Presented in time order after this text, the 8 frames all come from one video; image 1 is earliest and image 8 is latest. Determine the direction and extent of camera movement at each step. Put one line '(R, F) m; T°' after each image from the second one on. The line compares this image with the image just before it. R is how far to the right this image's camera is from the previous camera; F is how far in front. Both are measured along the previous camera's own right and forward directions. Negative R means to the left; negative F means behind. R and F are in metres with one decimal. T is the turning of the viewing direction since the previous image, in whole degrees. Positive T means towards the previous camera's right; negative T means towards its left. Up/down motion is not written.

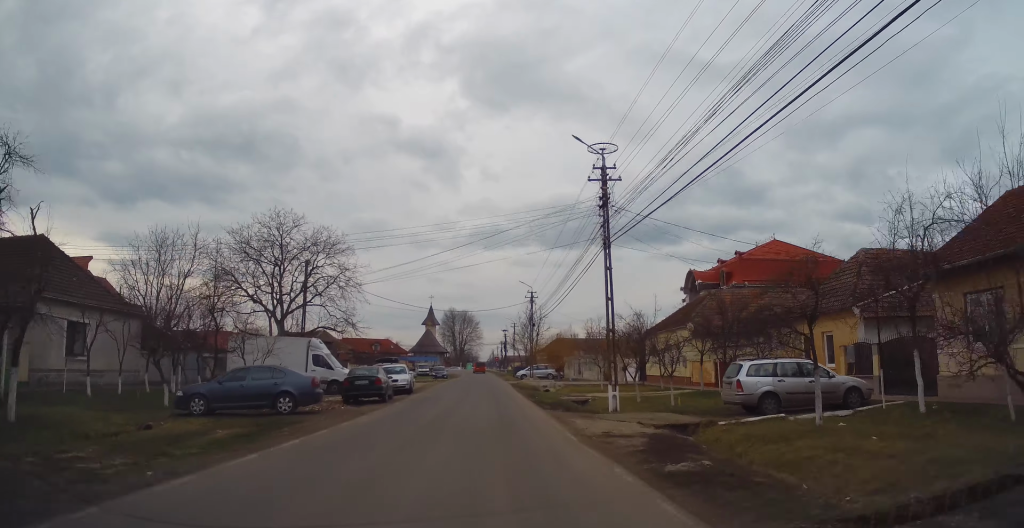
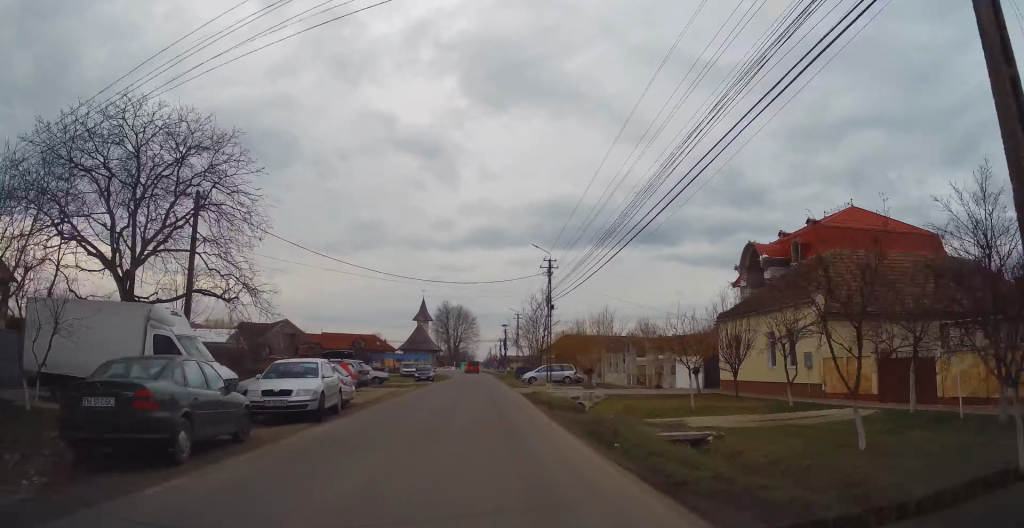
(-0.4, +16.8) m; 0°
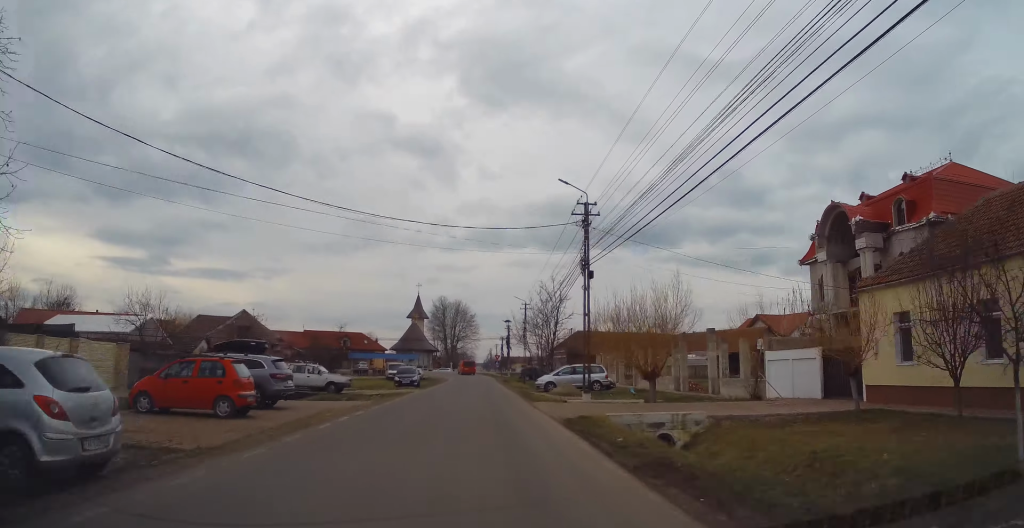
(+0.4, +14.0) m; 0°
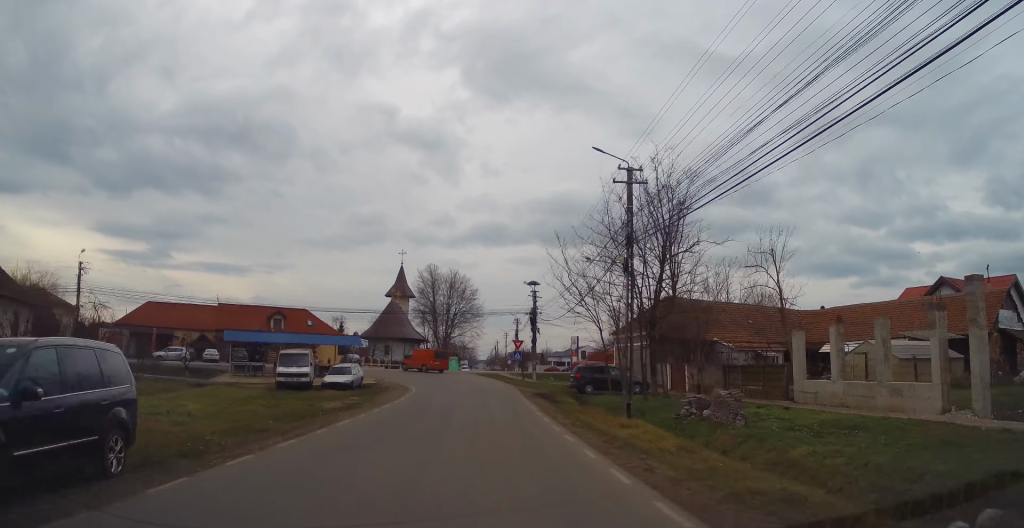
(+0.2, +44.4) m; +1°
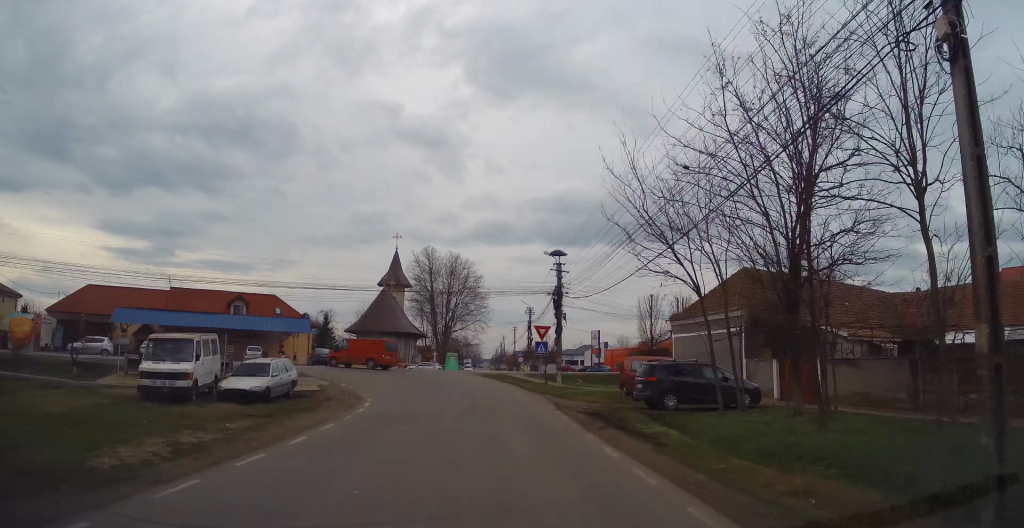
(-0.1, +15.3) m; -2°
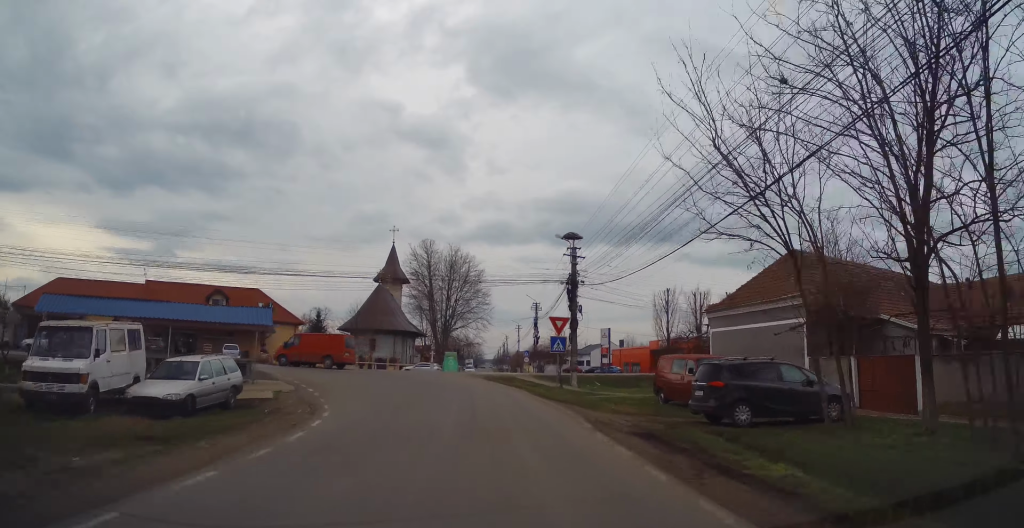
(-0.2, +6.0) m; 0°
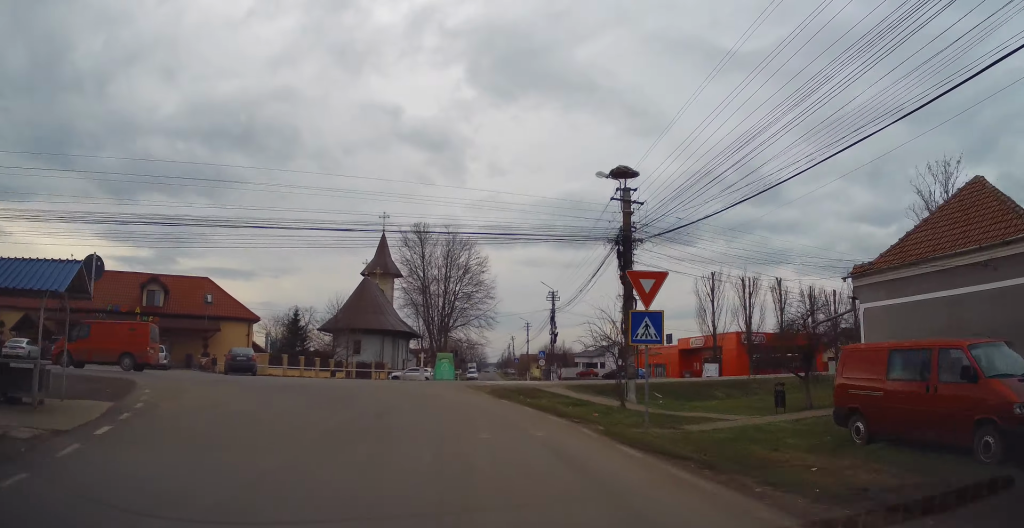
(0.0, +13.7) m; 0°
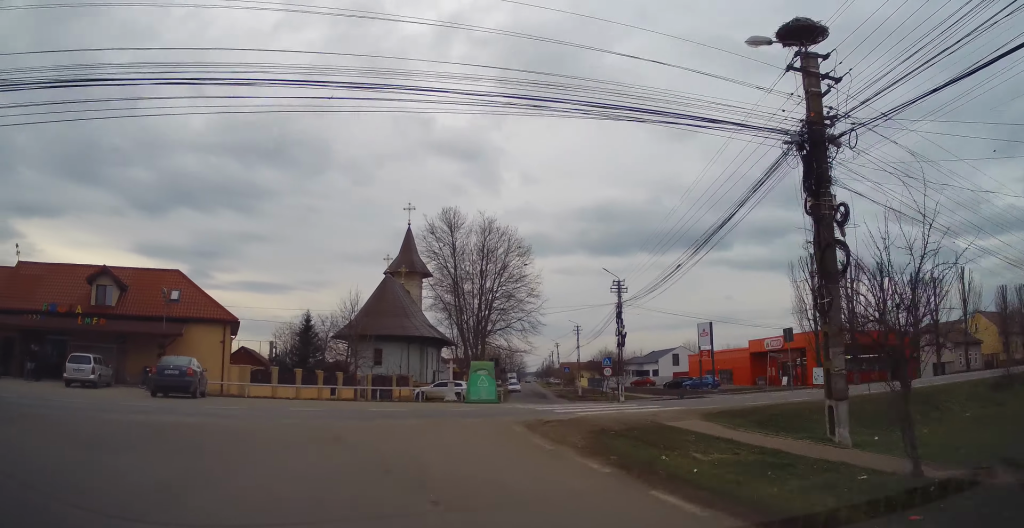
(-0.2, +12.8) m; -3°
